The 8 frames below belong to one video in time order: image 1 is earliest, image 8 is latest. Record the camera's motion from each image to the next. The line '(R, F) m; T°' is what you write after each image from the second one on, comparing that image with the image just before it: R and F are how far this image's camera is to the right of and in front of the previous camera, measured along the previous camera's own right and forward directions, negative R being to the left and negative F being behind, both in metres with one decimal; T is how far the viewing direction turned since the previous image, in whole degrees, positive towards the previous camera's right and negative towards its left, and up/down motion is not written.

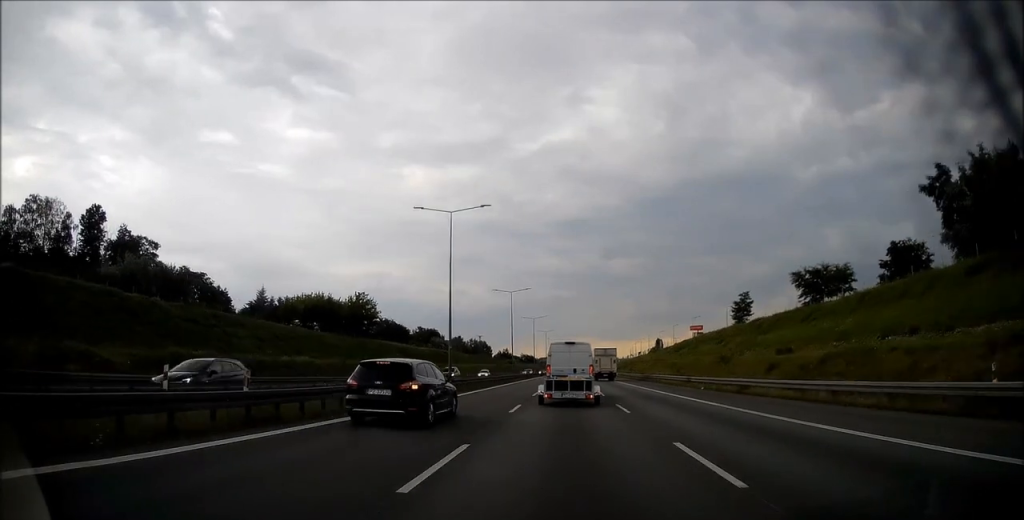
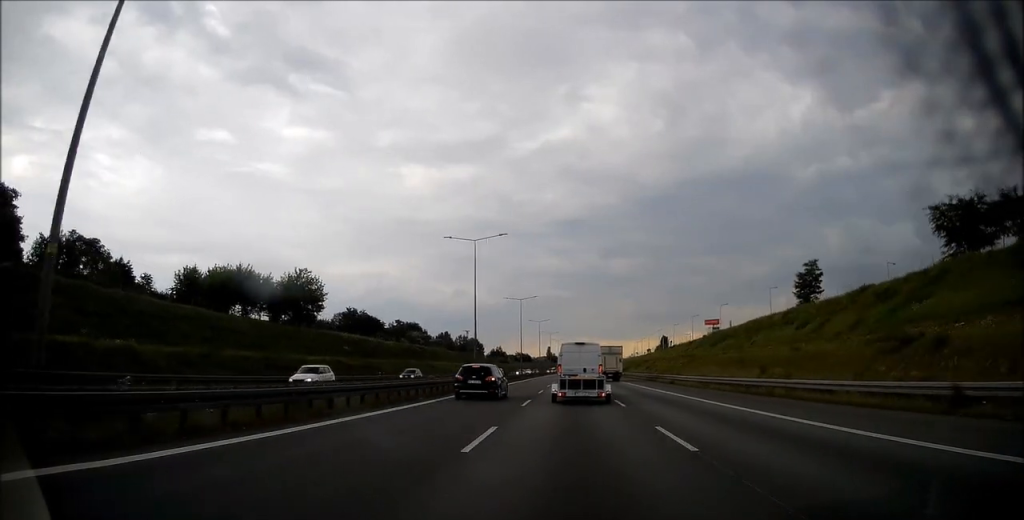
(0.0, +32.9) m; 0°
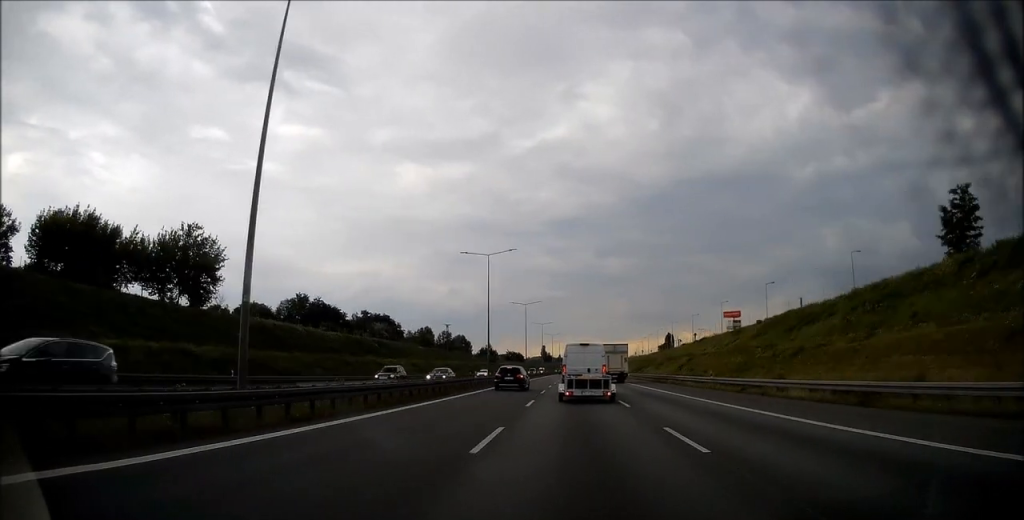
(0.0, +36.2) m; +1°
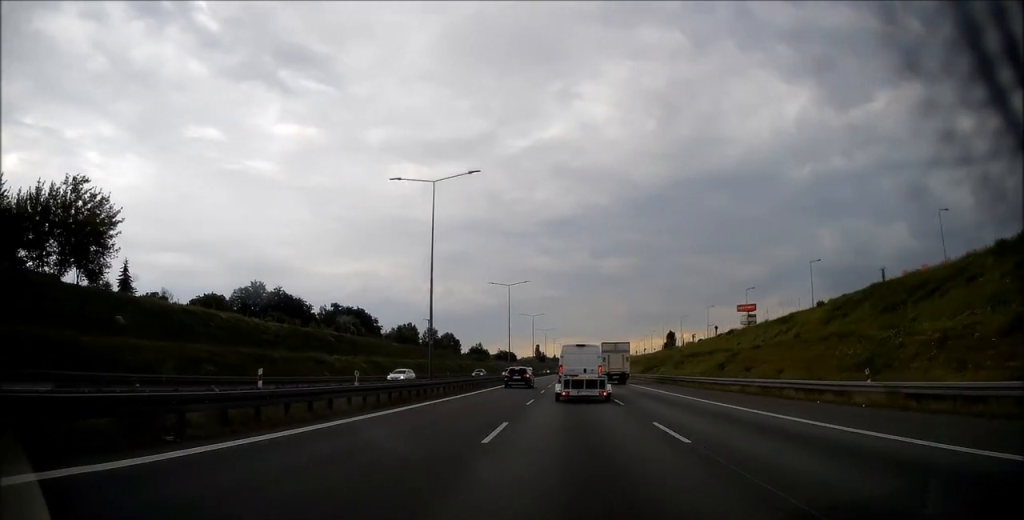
(+0.3, +22.7) m; +1°
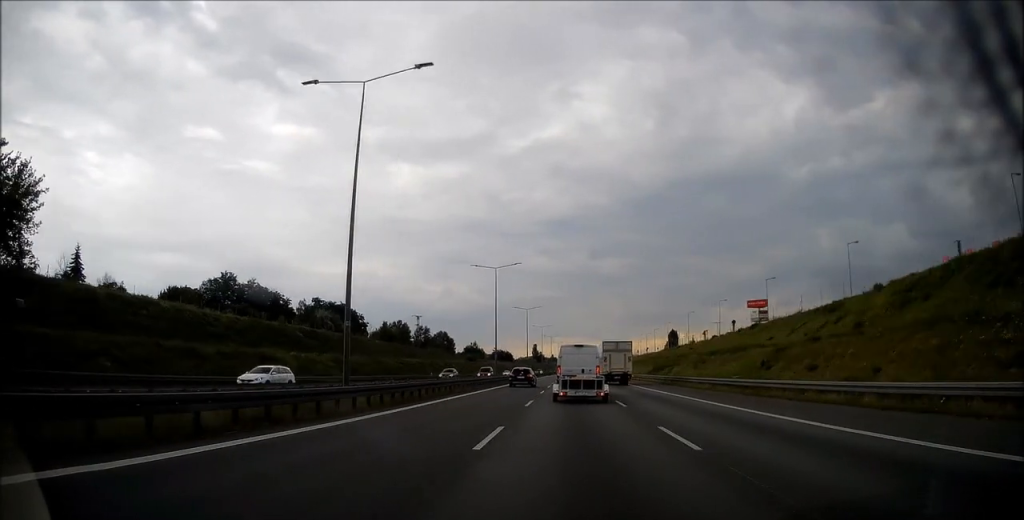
(+0.1, +12.9) m; 0°
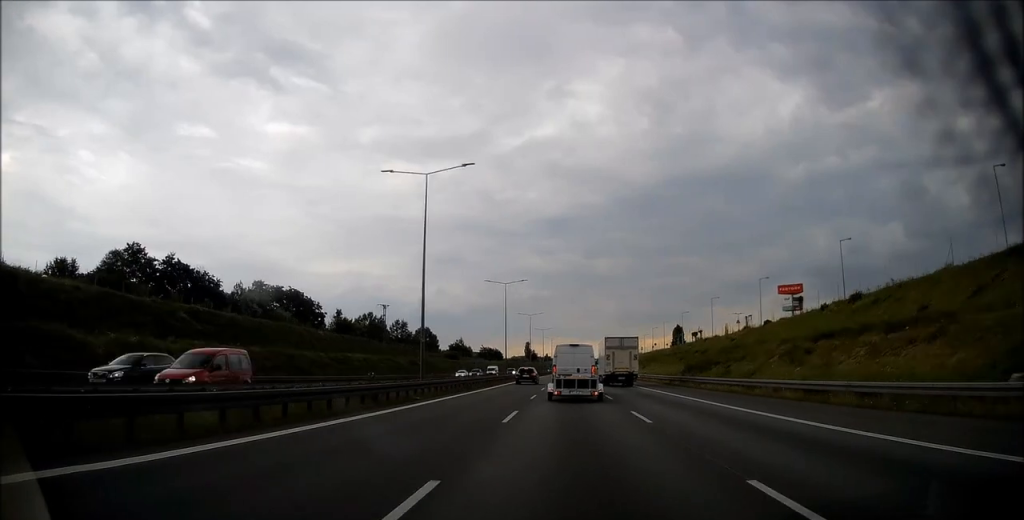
(0.0, +30.9) m; 0°
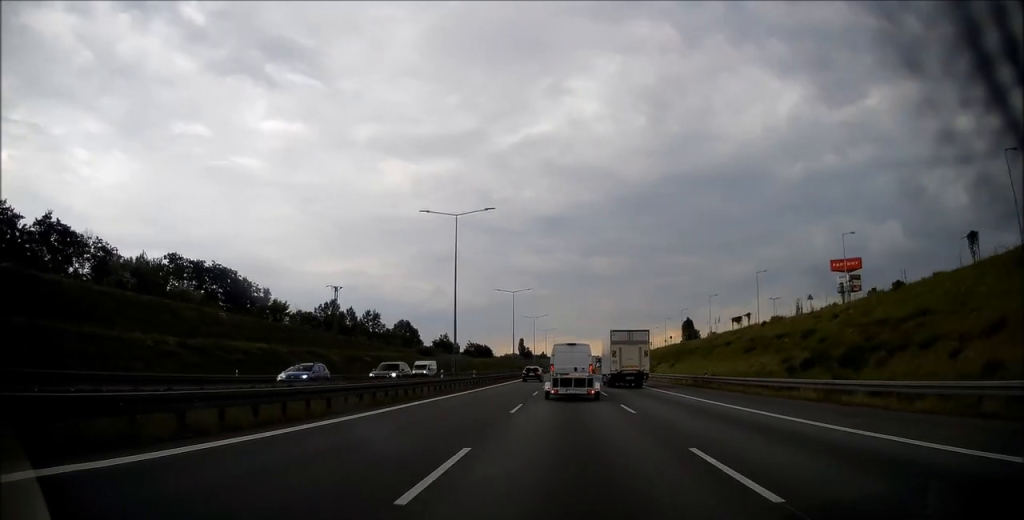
(0.0, +33.1) m; 0°
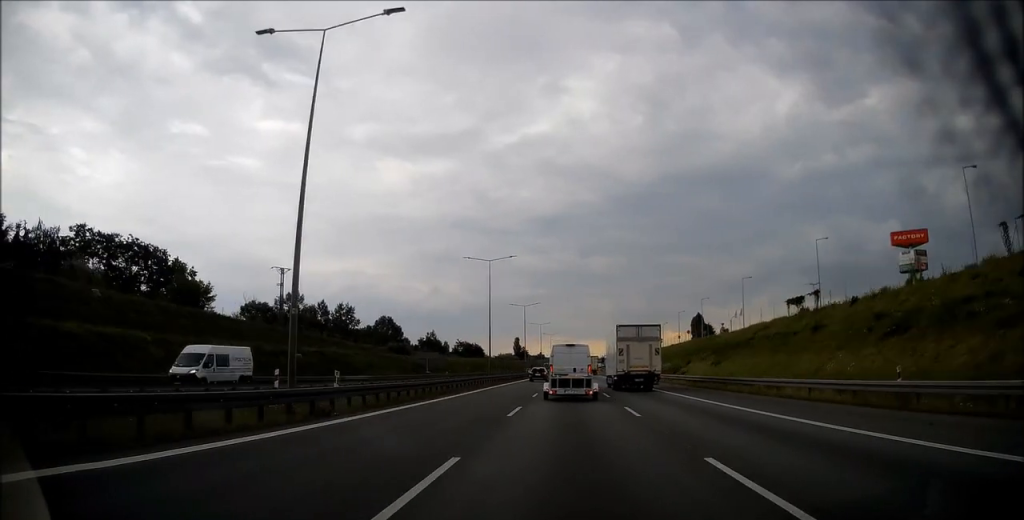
(0.0, +25.2) m; +1°
